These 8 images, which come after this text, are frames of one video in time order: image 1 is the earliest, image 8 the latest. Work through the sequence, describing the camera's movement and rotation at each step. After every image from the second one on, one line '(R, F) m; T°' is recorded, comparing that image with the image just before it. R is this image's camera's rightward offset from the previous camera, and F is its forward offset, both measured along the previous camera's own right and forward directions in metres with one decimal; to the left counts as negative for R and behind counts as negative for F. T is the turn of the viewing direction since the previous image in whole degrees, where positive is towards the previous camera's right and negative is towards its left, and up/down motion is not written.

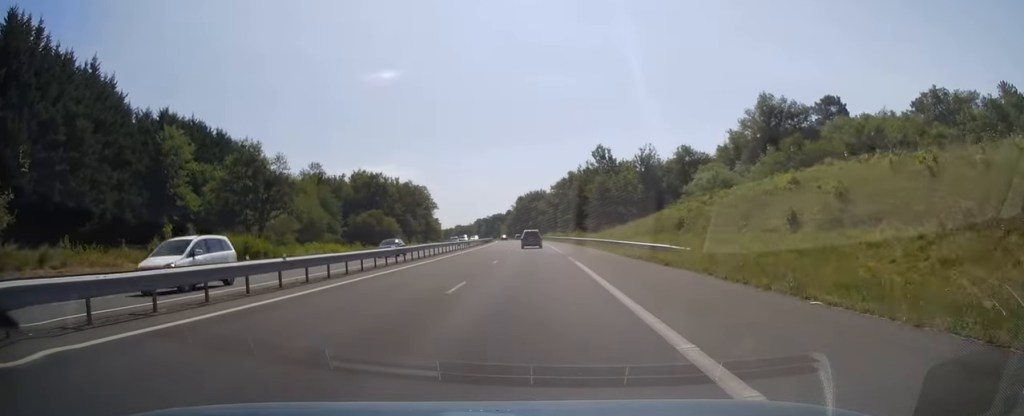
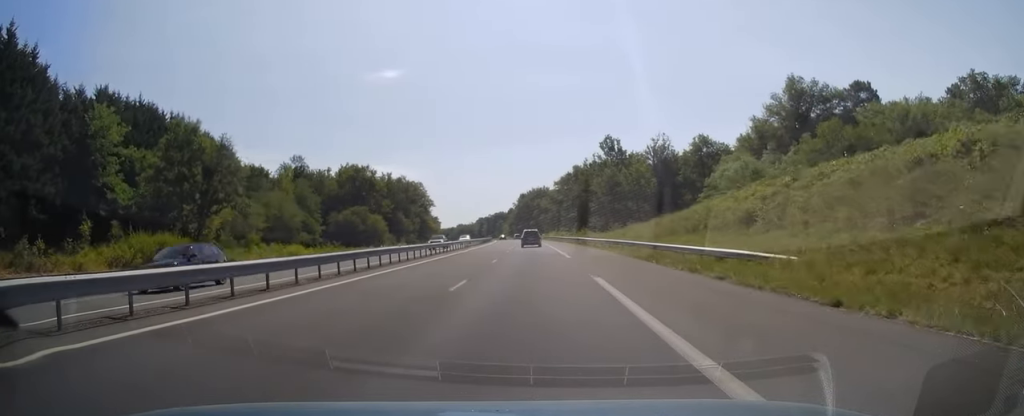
(+0.1, +12.8) m; 0°
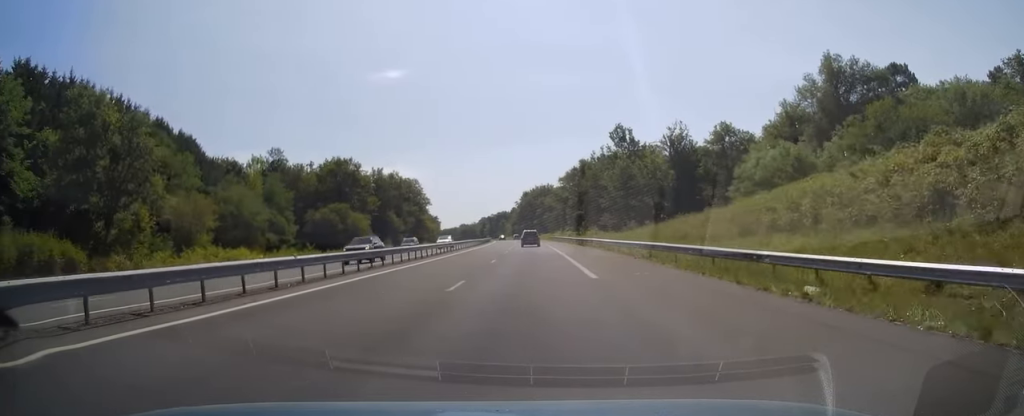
(-0.2, +13.3) m; 0°
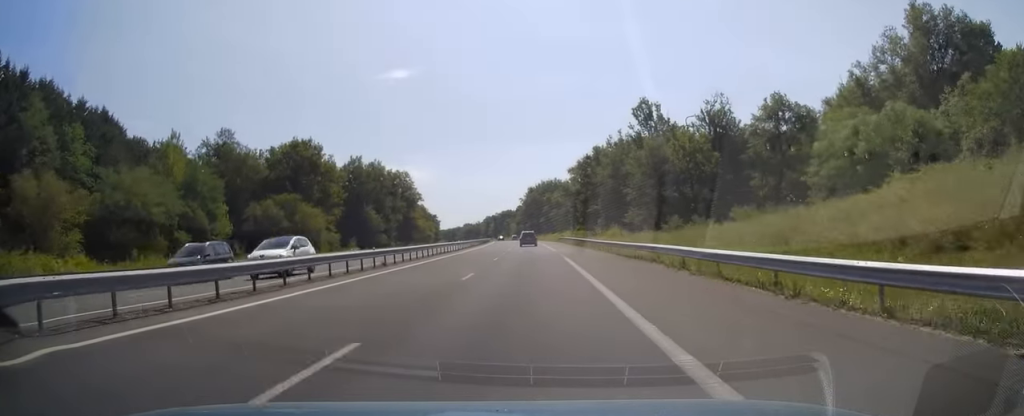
(-0.2, +23.2) m; -1°
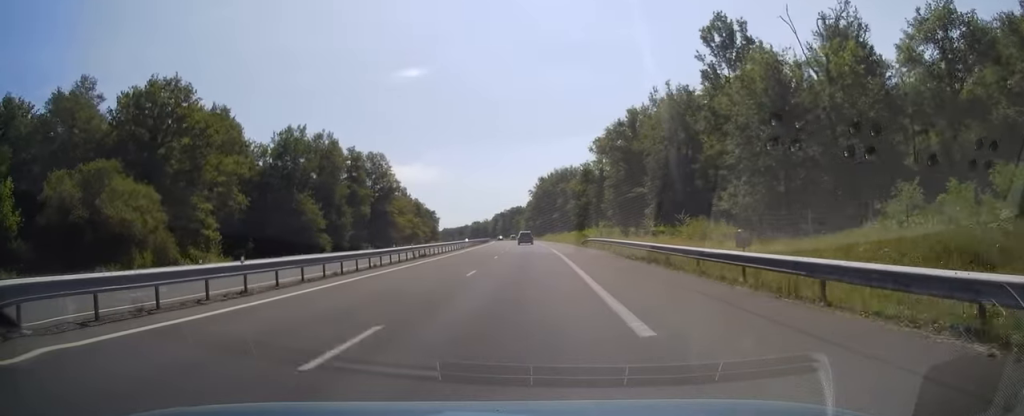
(-0.4, +38.4) m; -1°
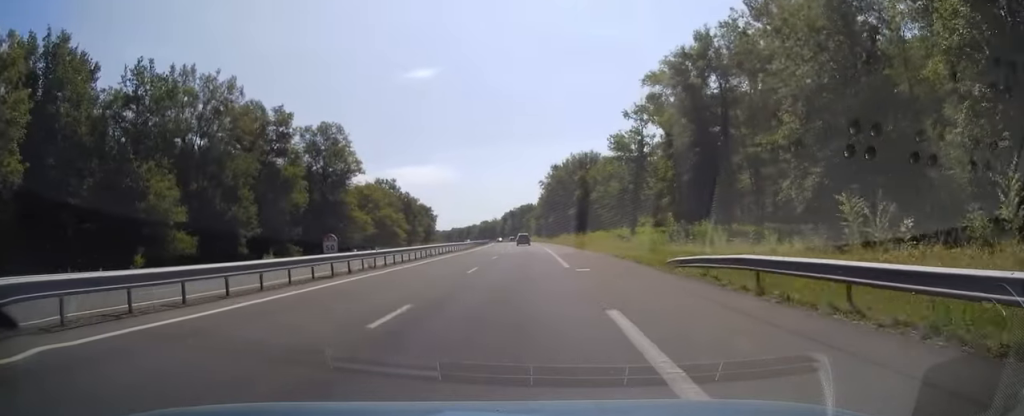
(-0.3, +37.0) m; -1°
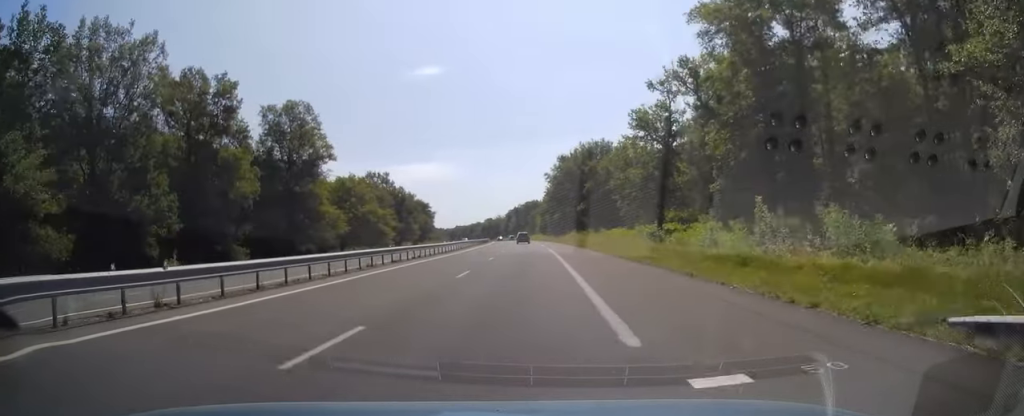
(-0.1, +16.3) m; 0°
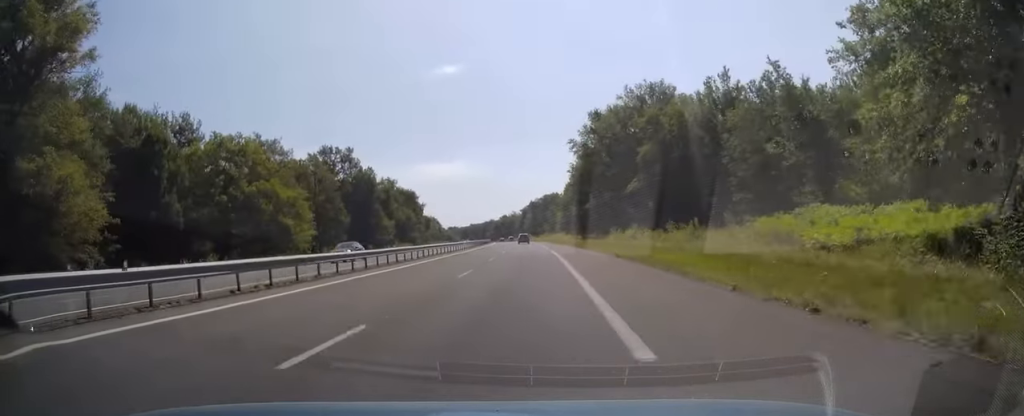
(-0.7, +53.2) m; -2°
